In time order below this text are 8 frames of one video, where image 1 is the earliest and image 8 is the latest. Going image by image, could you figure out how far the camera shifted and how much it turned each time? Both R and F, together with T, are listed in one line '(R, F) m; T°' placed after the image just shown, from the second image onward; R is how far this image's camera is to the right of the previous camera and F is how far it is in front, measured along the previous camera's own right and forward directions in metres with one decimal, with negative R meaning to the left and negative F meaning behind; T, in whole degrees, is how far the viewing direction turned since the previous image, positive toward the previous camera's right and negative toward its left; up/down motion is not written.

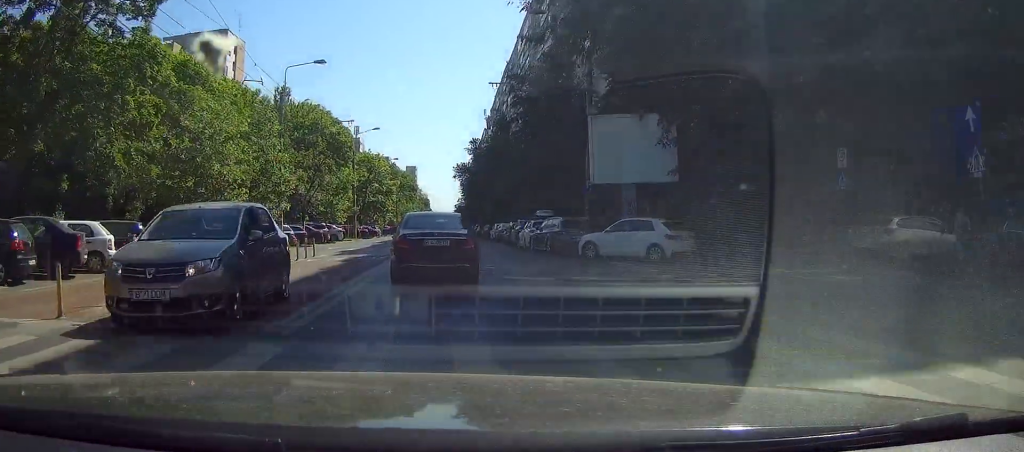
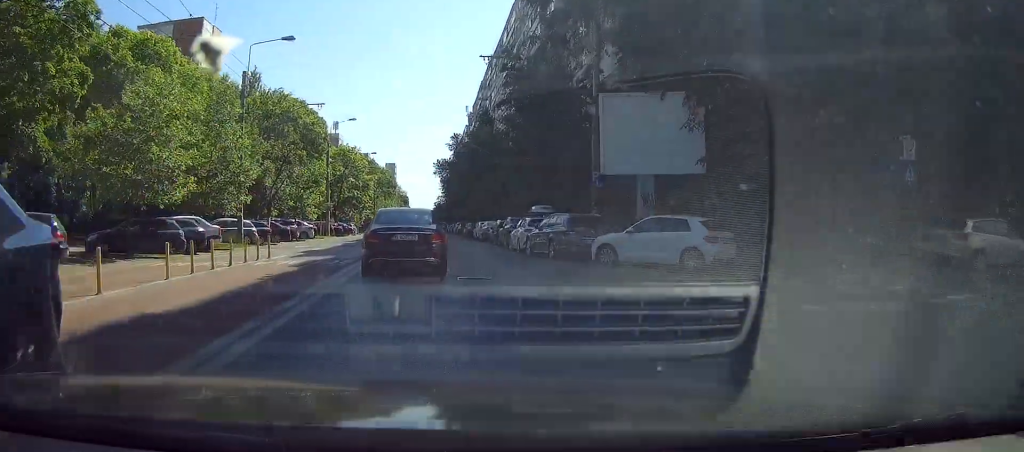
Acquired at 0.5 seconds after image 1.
(0.0, +4.9) m; -1°
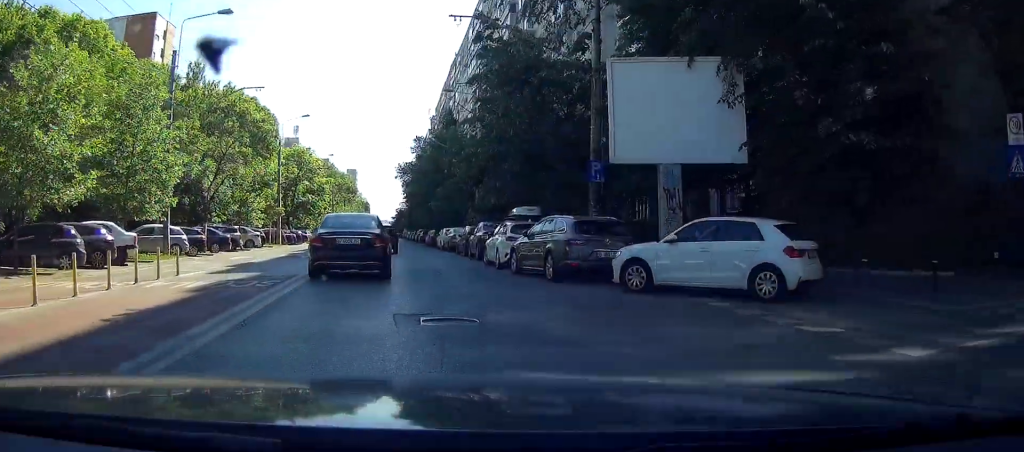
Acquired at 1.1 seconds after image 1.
(-0.1, +6.1) m; -1°
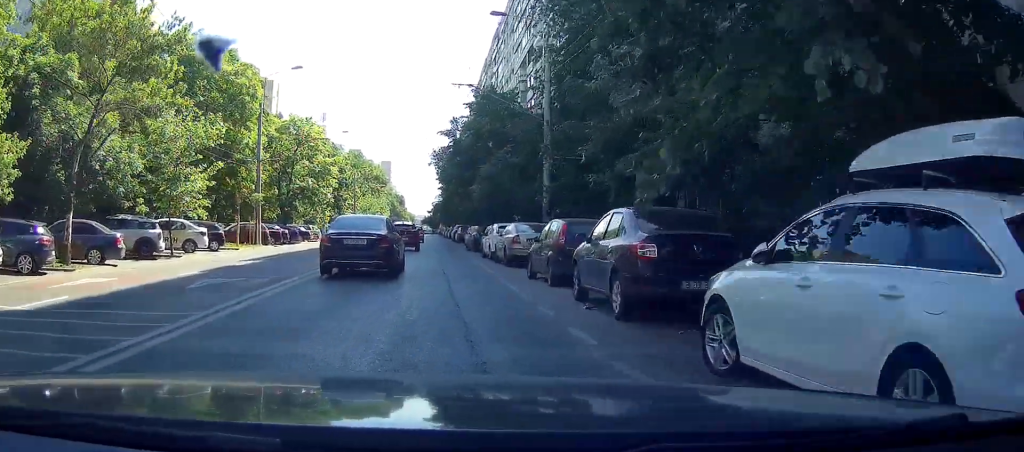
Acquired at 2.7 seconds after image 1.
(-0.5, +19.3) m; -2°
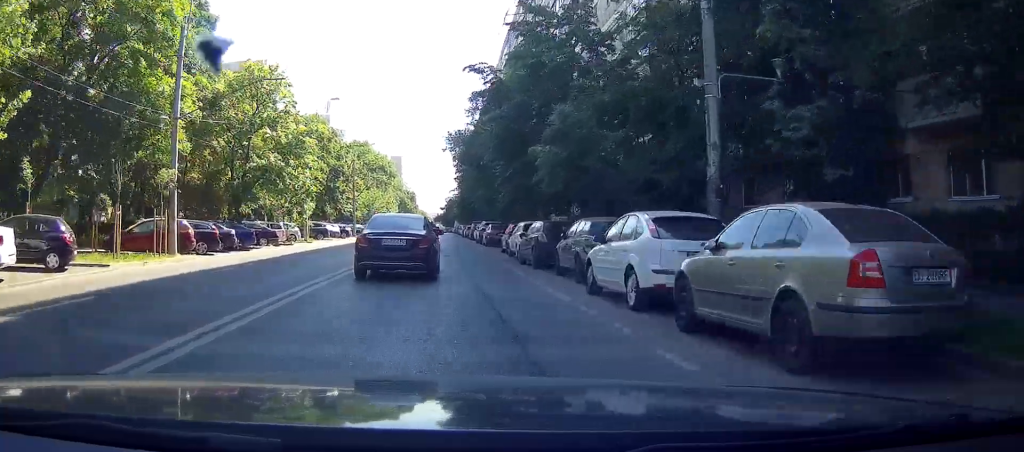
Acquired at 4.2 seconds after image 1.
(-0.1, +18.6) m; -2°
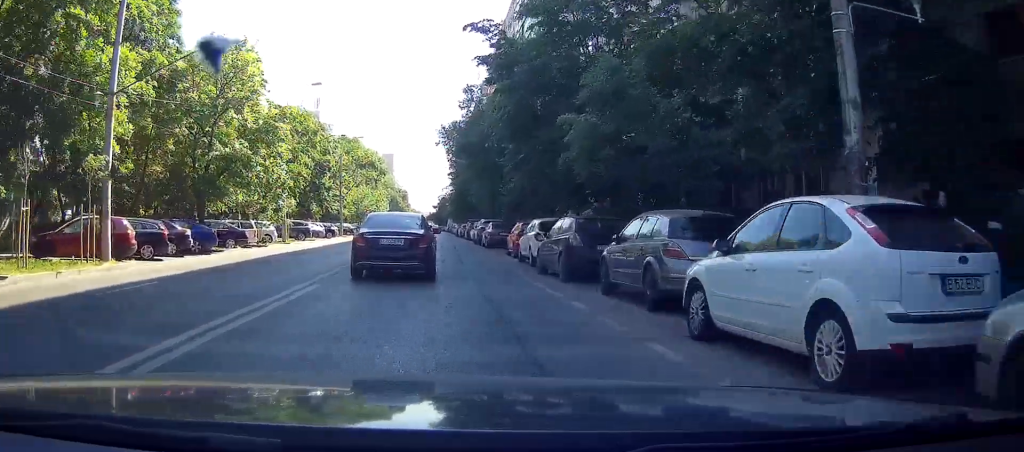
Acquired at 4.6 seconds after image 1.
(0.0, +5.7) m; -1°
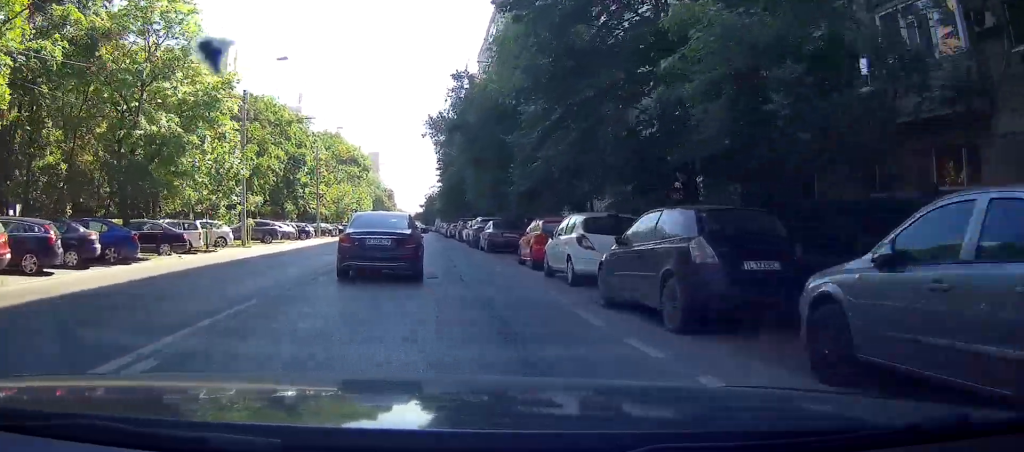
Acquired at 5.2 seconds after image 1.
(-0.1, +7.9) m; -1°
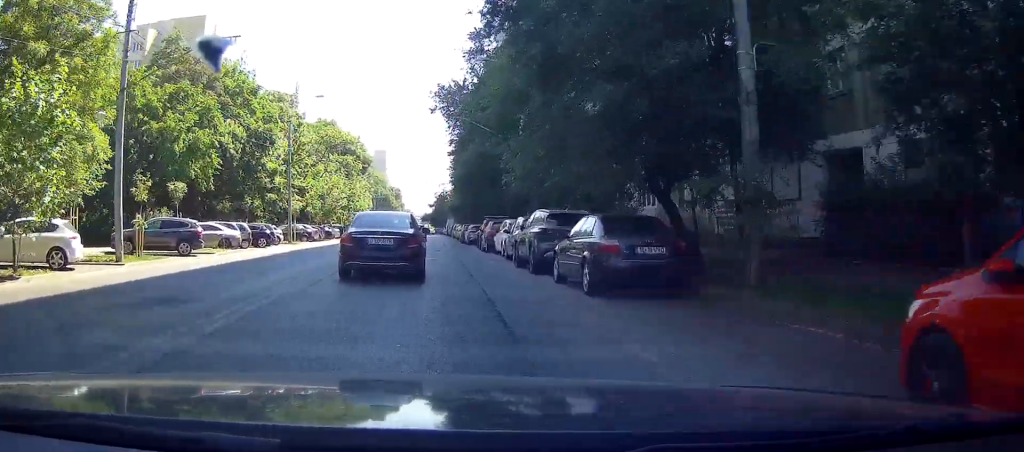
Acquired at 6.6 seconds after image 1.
(-0.3, +19.2) m; -1°
